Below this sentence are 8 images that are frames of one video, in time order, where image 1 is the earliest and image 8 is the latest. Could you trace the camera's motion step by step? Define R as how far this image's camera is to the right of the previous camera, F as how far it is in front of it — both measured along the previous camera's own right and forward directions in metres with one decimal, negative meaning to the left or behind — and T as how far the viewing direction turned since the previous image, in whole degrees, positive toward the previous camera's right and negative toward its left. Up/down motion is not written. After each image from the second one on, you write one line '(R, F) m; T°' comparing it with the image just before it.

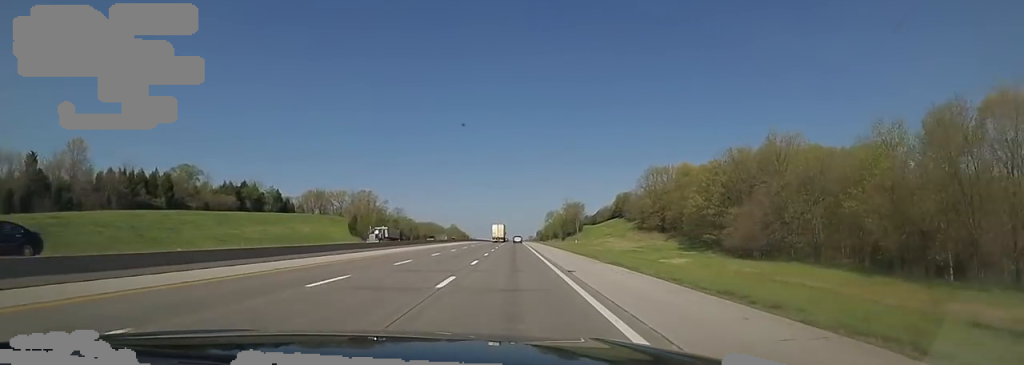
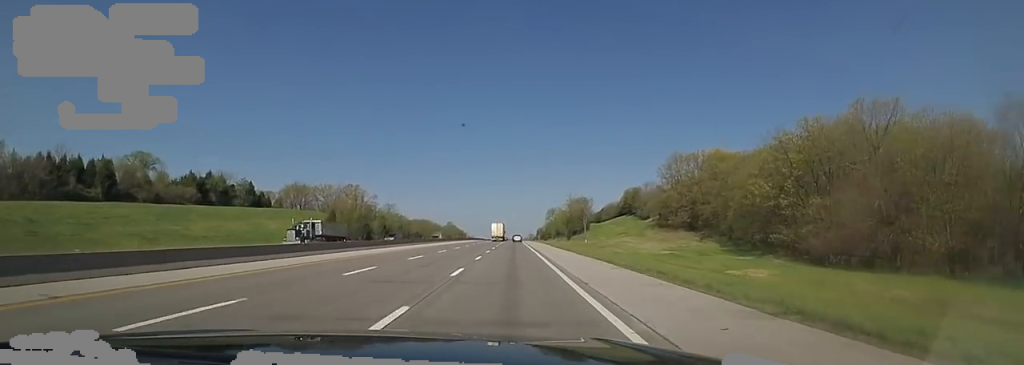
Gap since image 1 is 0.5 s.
(0.0, +16.8) m; 0°
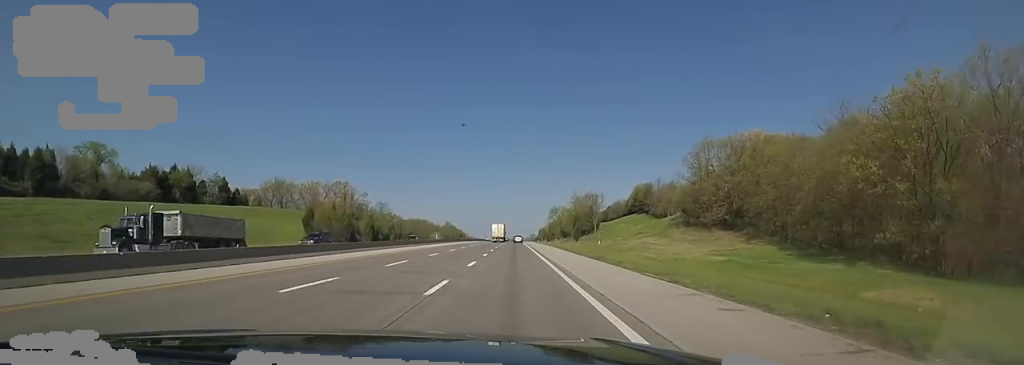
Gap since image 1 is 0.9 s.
(0.0, +14.6) m; 0°
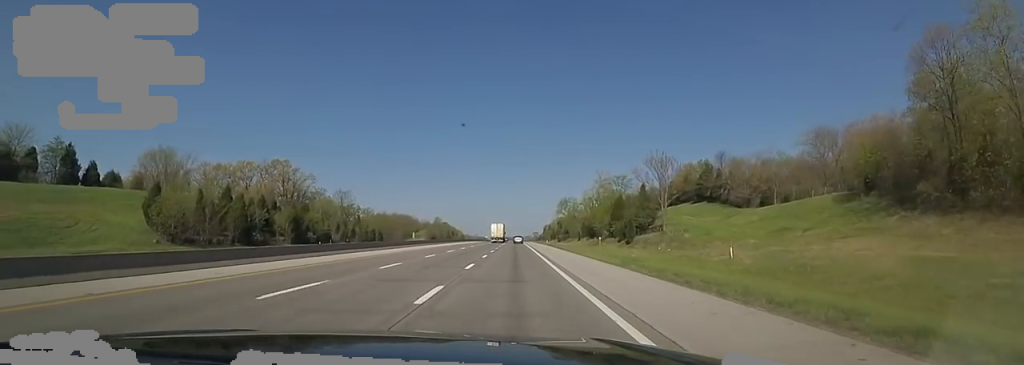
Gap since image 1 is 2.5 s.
(0.0, +51.7) m; 0°
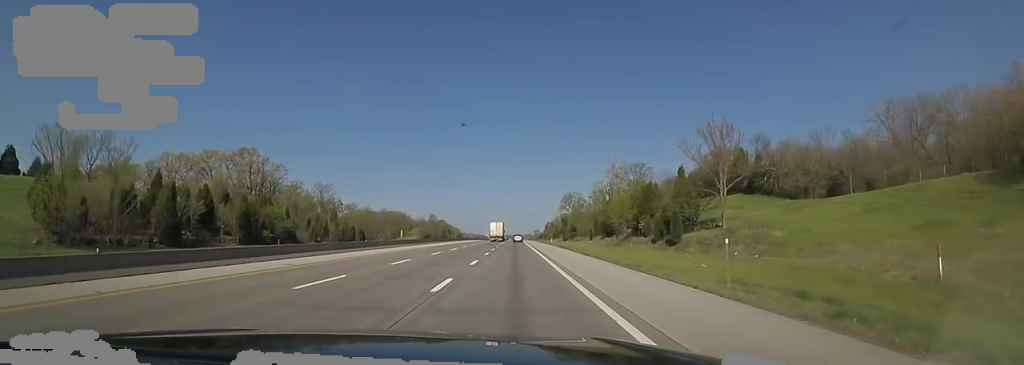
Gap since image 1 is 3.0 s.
(0.0, +18.0) m; 0°
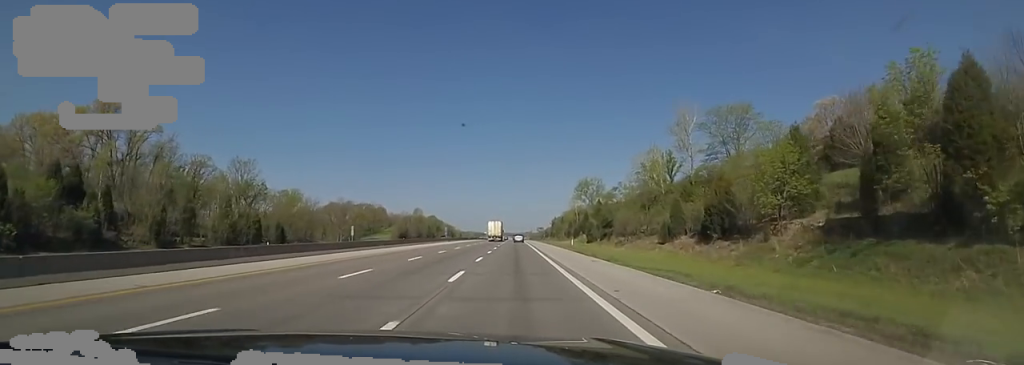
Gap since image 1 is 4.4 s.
(0.0, +47.2) m; 0°
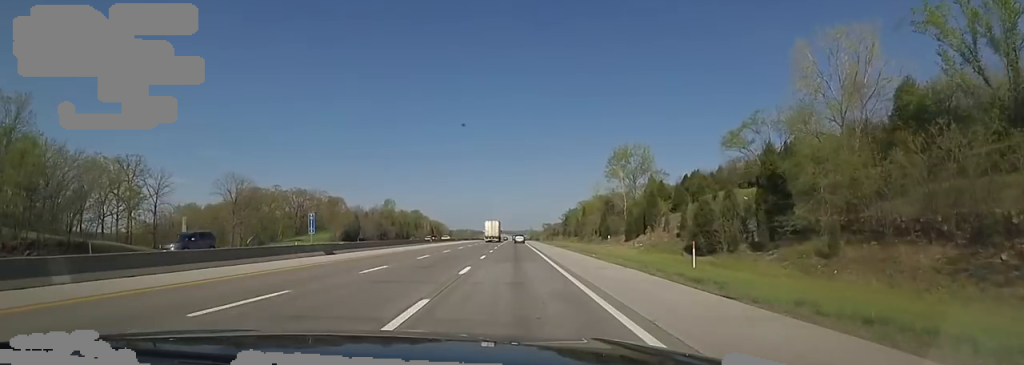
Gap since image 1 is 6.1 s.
(0.0, +57.3) m; 0°
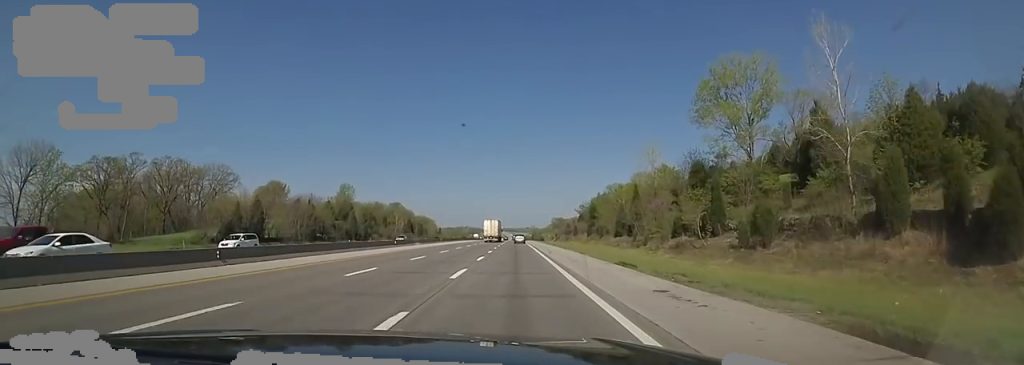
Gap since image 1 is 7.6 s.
(0.0, +51.7) m; 0°
